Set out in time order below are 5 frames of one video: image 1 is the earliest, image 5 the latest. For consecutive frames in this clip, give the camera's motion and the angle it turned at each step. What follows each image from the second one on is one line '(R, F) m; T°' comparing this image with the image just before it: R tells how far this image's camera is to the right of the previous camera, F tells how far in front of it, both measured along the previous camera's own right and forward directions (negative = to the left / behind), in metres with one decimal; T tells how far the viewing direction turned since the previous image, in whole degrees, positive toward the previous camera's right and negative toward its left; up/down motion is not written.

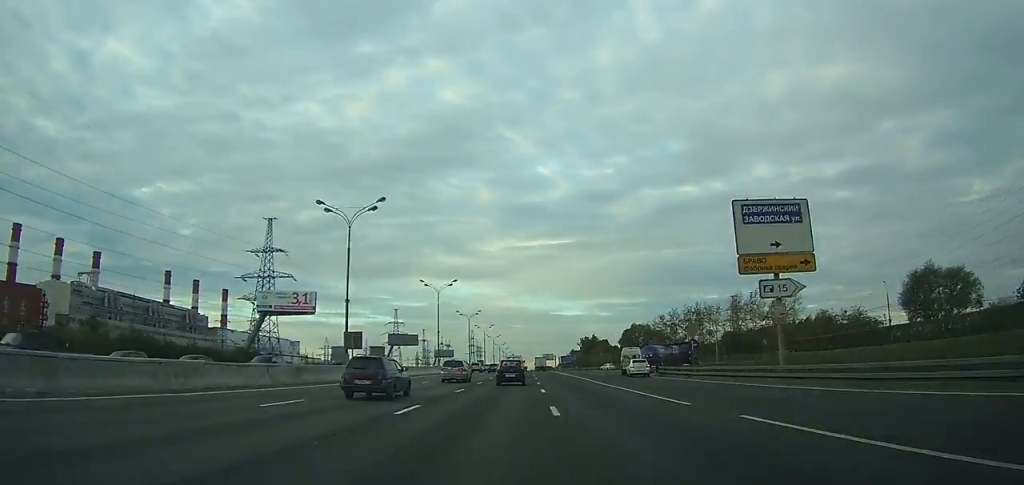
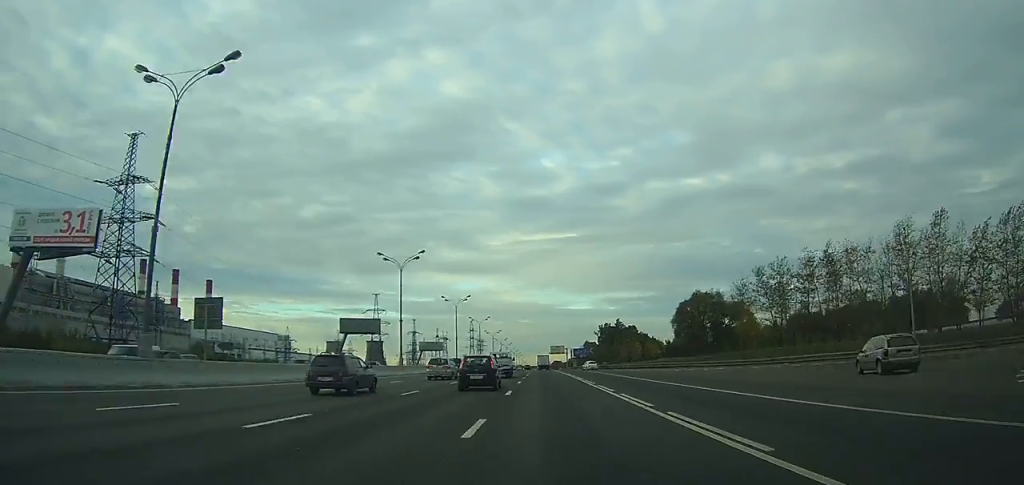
(+0.4, +64.0) m; 0°
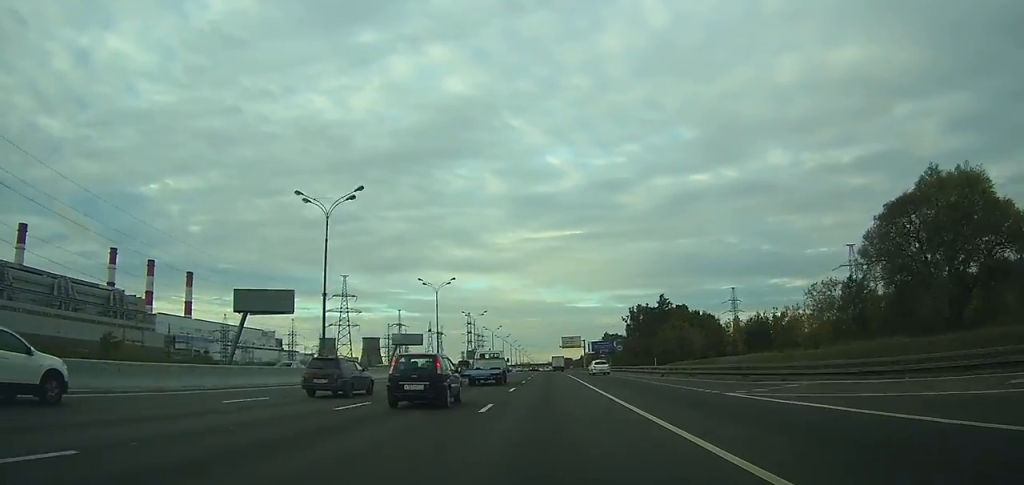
(-0.4, +67.8) m; -1°
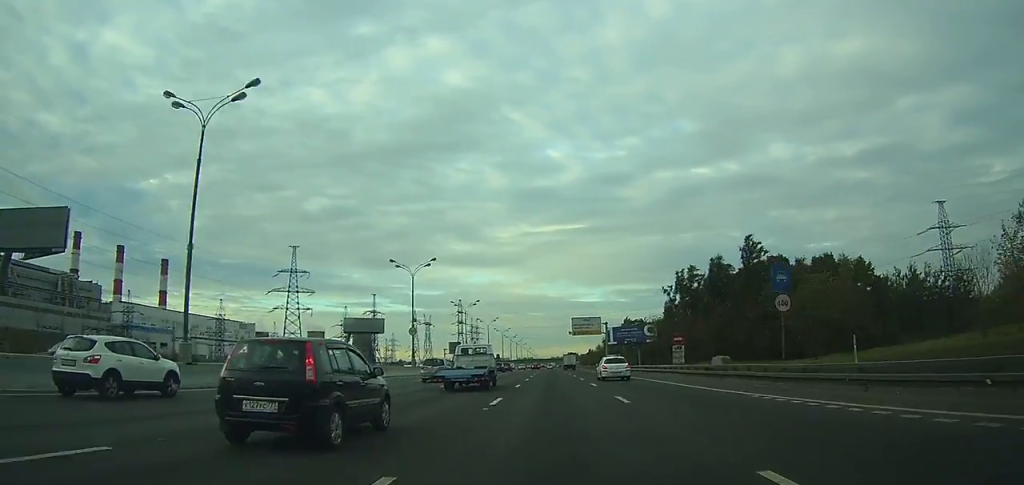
(-0.2, +58.6) m; 0°
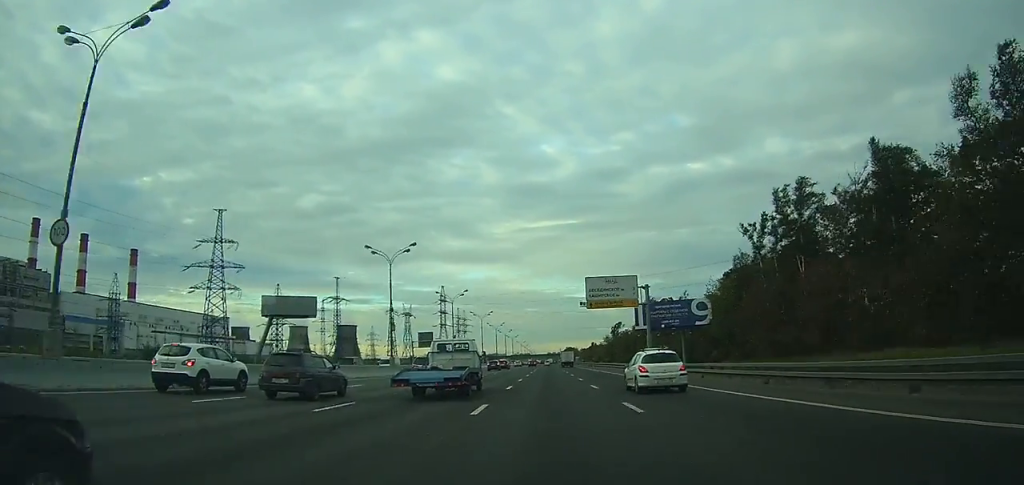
(-0.3, +49.0) m; 0°
